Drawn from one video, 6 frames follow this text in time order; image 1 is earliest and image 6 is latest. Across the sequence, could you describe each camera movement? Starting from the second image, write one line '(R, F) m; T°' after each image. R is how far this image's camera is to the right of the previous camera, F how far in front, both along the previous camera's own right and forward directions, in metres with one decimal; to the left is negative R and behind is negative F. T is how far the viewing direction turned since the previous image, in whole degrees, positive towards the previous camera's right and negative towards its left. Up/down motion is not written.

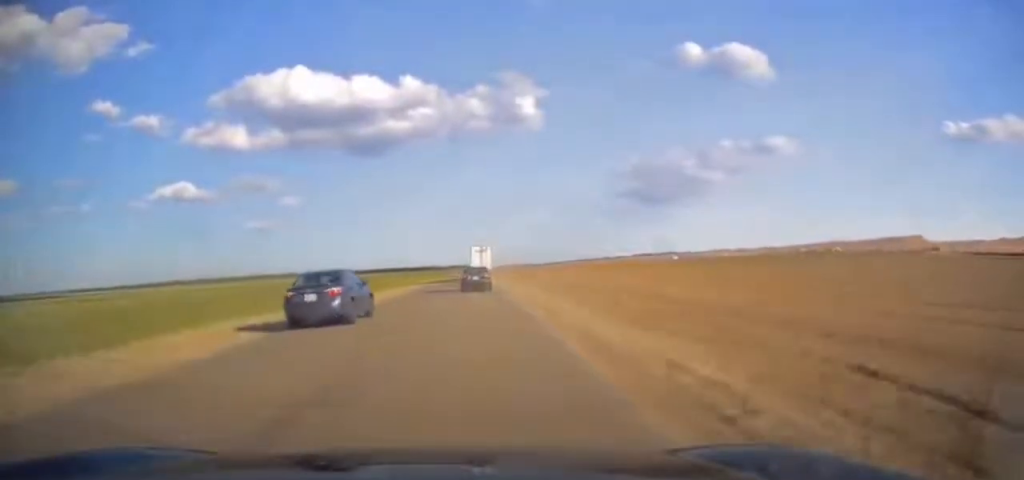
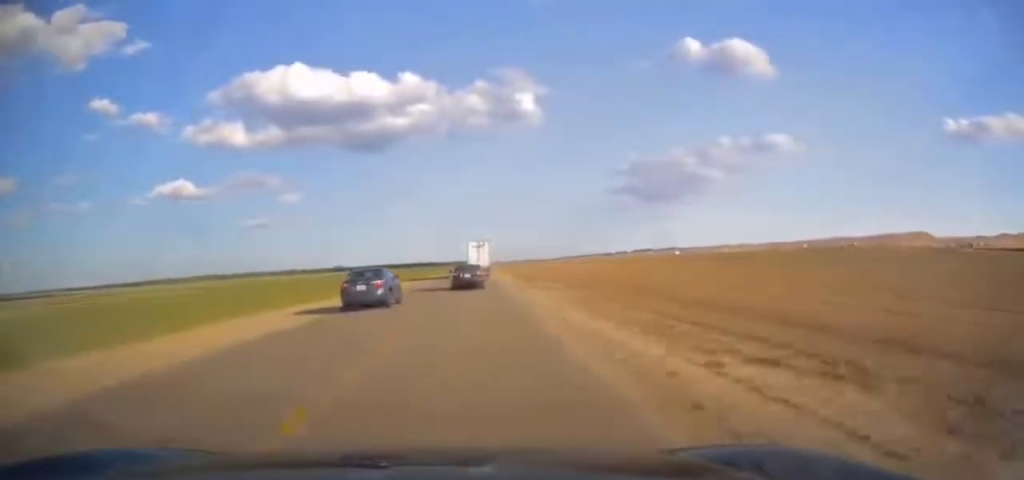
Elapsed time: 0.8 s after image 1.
(+0.2, +22.3) m; 0°
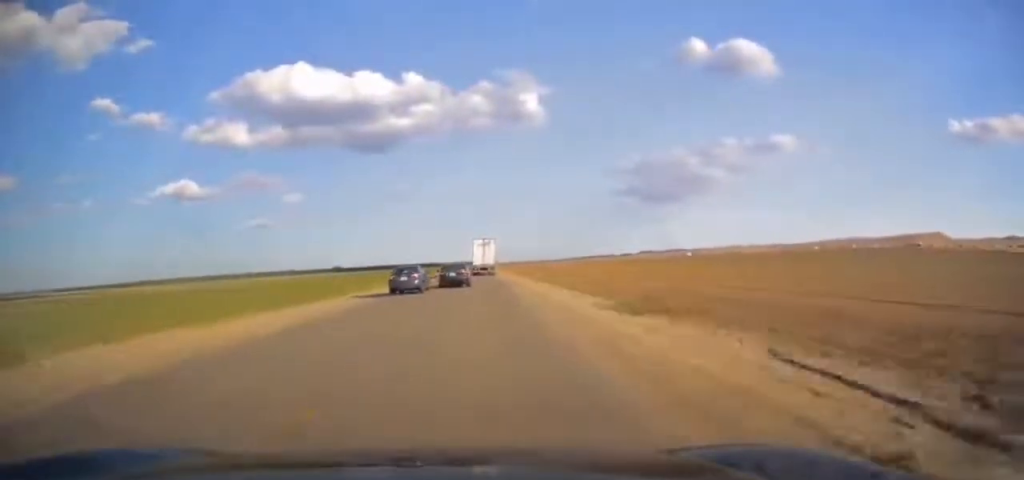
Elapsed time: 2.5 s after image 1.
(-0.1, +48.2) m; 0°
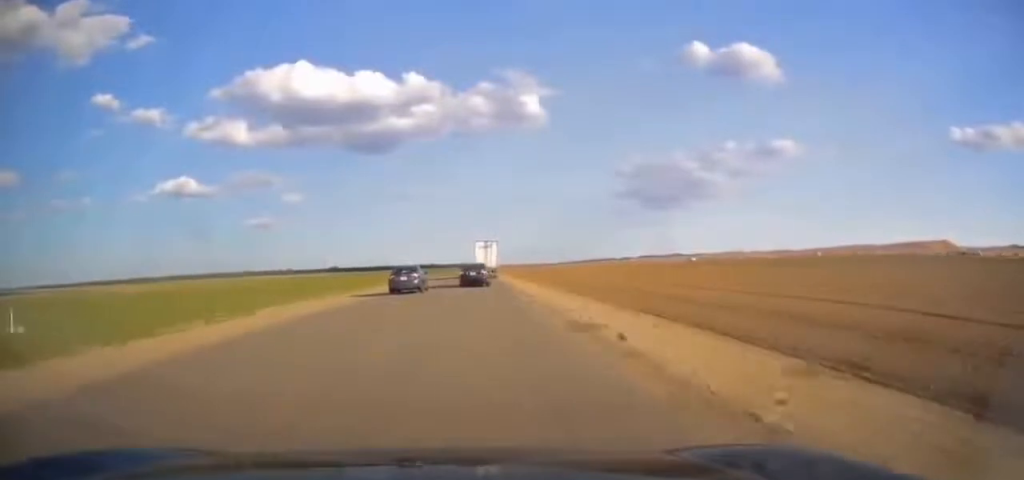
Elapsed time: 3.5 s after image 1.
(+0.4, +26.9) m; 0°
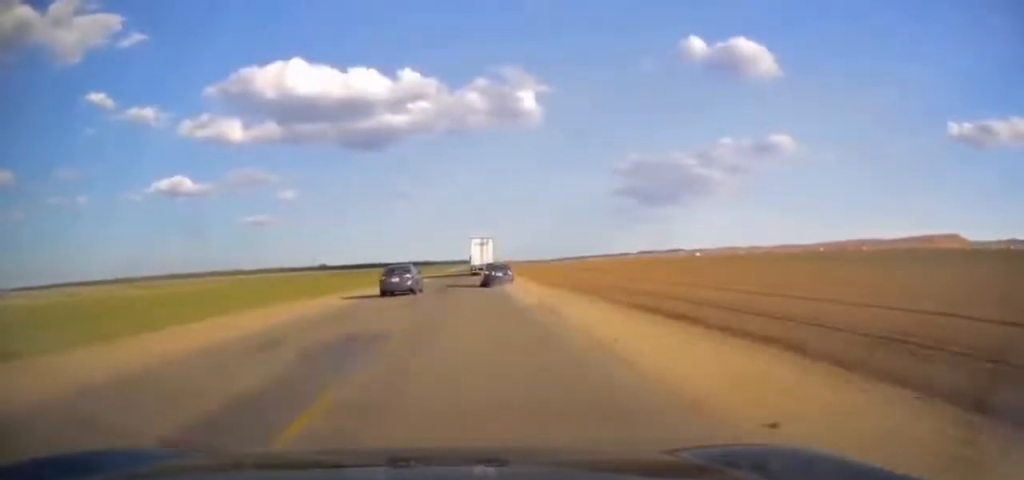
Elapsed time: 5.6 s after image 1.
(-0.3, +58.1) m; 0°
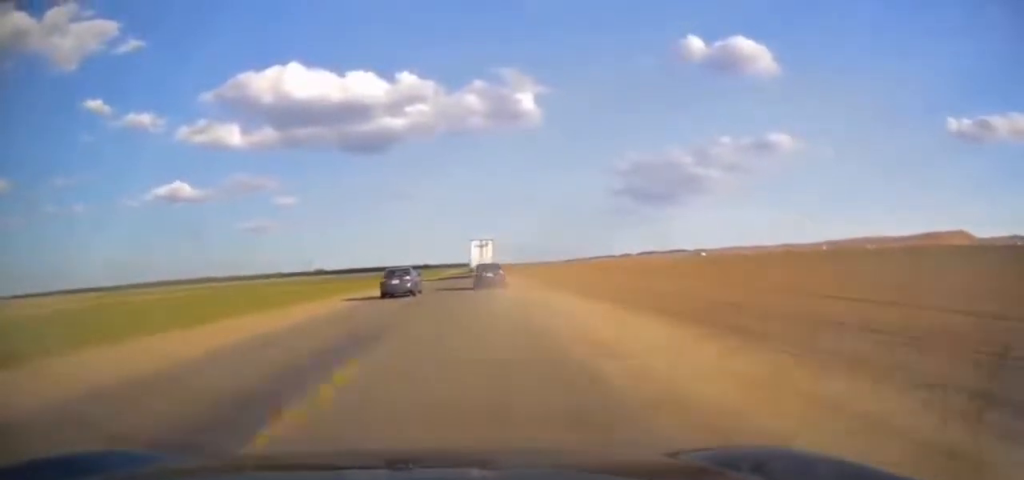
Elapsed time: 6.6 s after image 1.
(-0.2, +27.4) m; 0°
